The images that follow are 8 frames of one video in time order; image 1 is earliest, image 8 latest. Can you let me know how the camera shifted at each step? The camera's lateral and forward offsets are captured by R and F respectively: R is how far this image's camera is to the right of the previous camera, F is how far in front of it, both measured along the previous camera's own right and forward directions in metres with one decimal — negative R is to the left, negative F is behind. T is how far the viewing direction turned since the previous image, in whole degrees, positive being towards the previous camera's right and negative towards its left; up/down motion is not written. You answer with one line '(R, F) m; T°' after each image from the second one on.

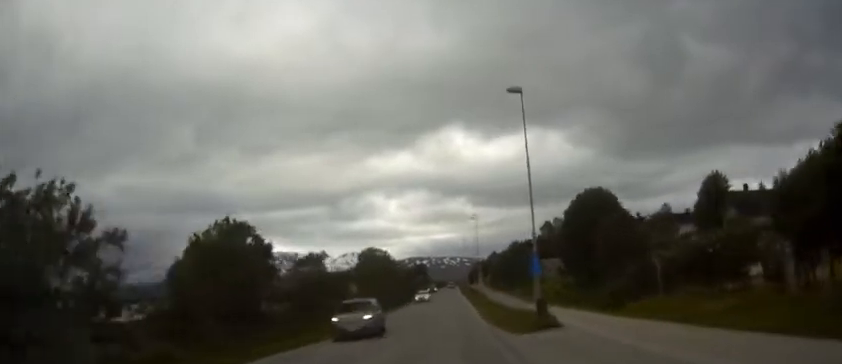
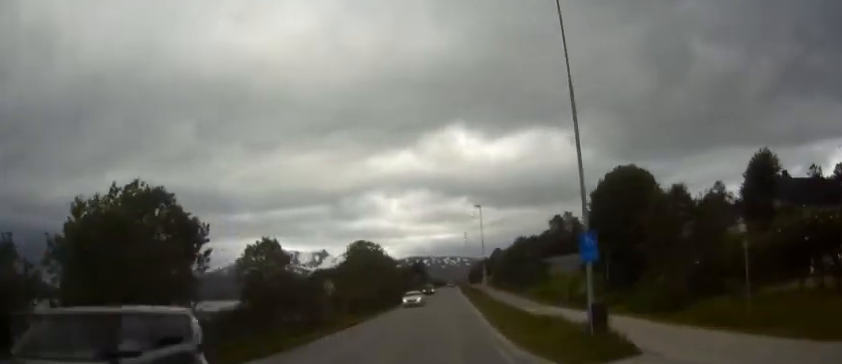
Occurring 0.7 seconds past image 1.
(-0.1, +9.5) m; 0°
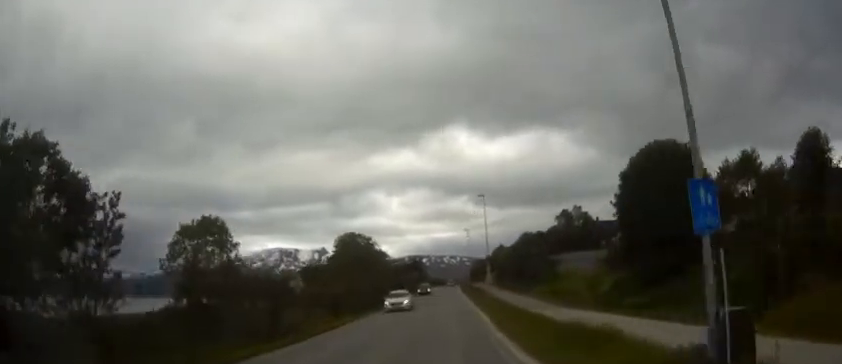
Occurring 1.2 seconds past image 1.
(0.0, +7.6) m; 0°
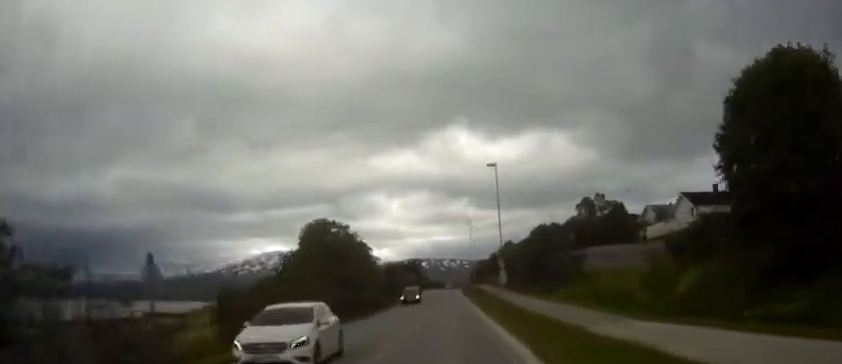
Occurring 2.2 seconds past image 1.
(0.0, +14.8) m; 0°
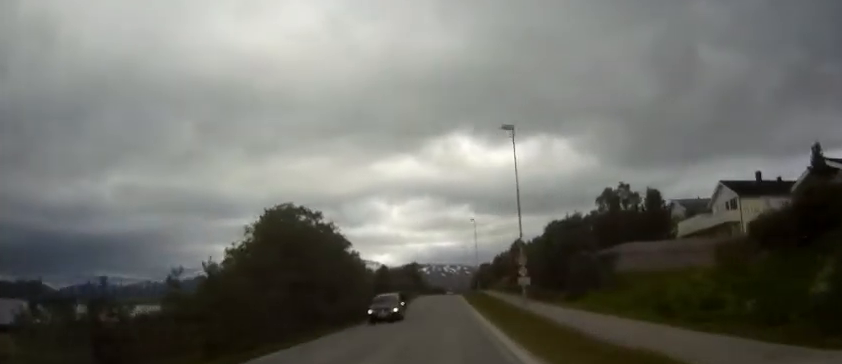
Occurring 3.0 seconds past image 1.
(0.0, +11.4) m; 0°
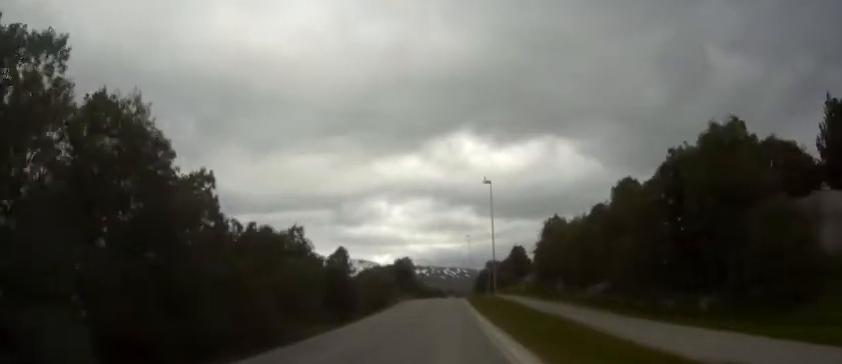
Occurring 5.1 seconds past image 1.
(-0.1, +29.6) m; -1°
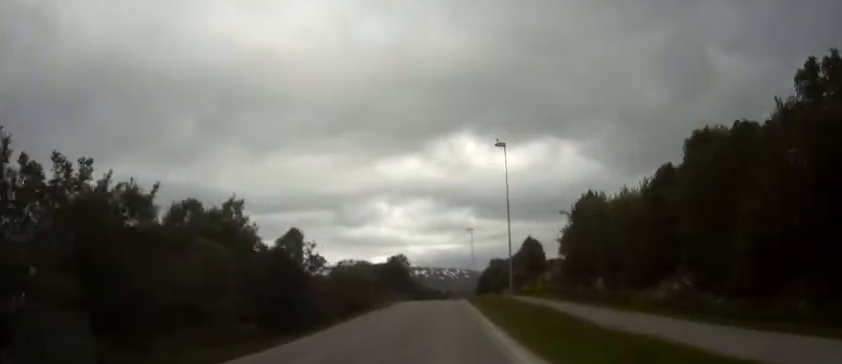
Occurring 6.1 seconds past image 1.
(-0.1, +13.9) m; 0°
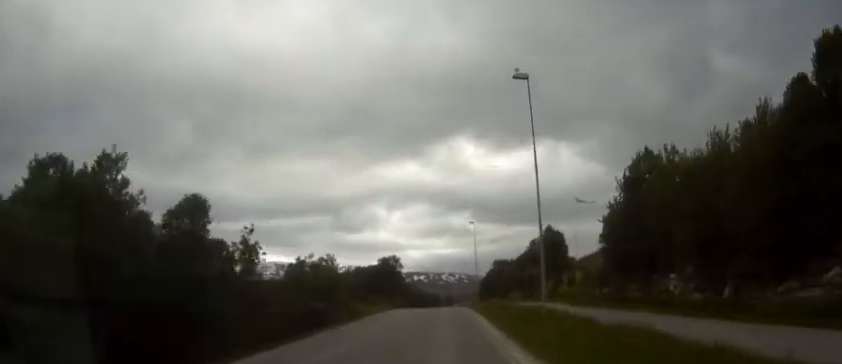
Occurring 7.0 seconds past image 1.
(+0.1, +13.0) m; 0°
